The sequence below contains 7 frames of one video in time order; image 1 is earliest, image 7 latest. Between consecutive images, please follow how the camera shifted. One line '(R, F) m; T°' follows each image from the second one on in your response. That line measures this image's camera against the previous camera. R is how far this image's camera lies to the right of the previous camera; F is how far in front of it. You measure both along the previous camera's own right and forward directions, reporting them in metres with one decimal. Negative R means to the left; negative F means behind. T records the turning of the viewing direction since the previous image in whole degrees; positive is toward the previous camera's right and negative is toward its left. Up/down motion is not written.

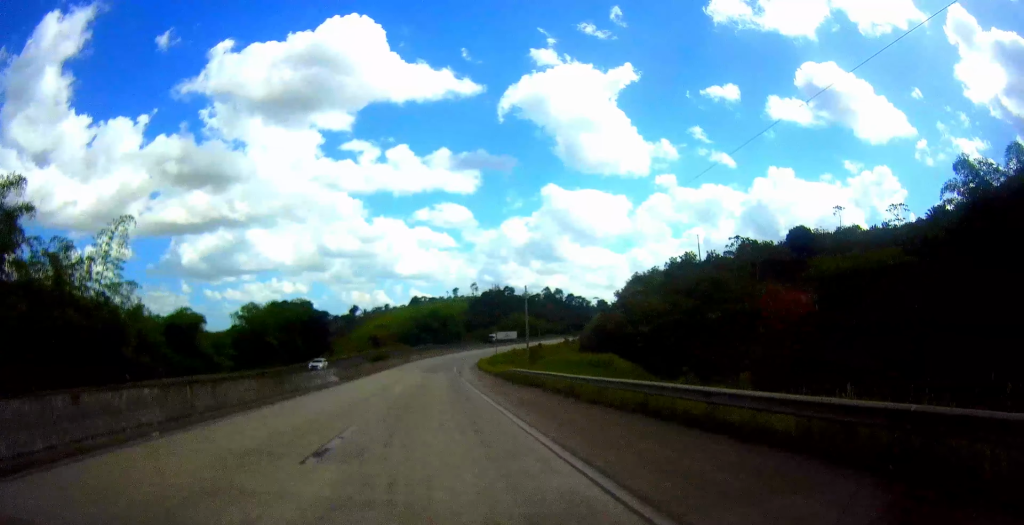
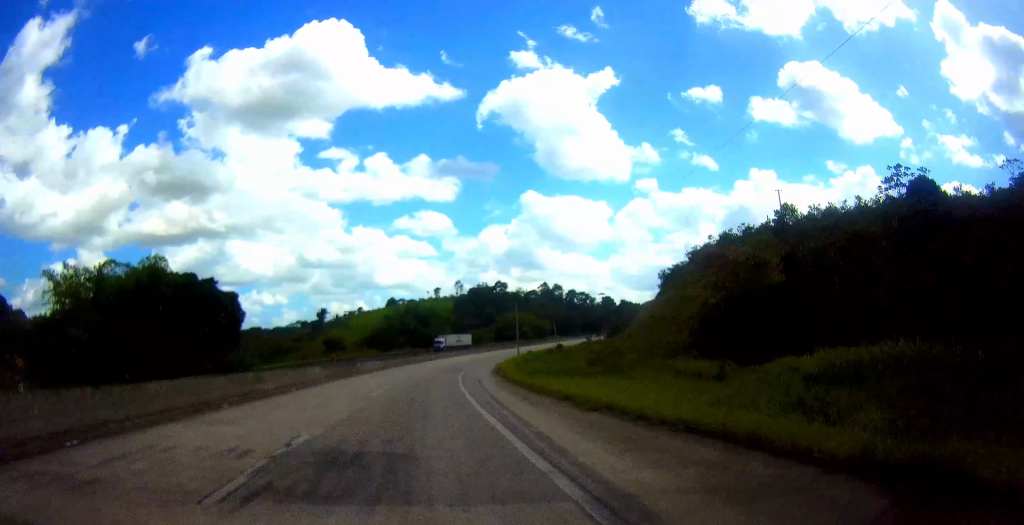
(+0.3, +51.7) m; +1°
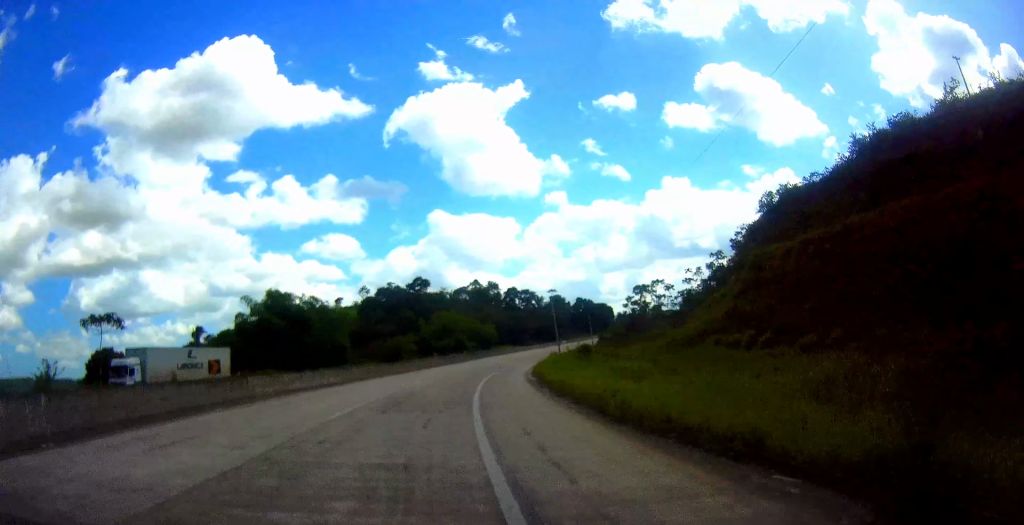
(+2.4, +73.6) m; +6°
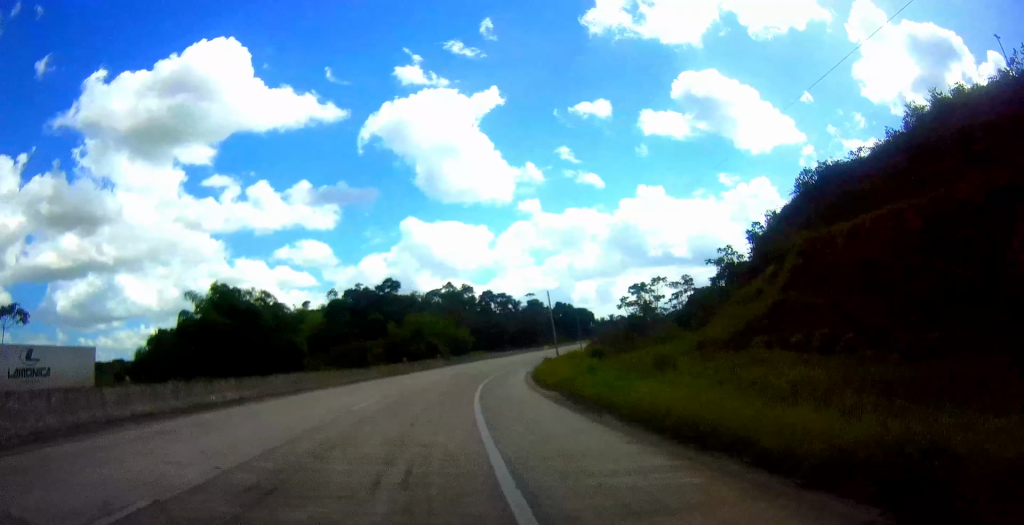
(+0.1, +13.5) m; +2°
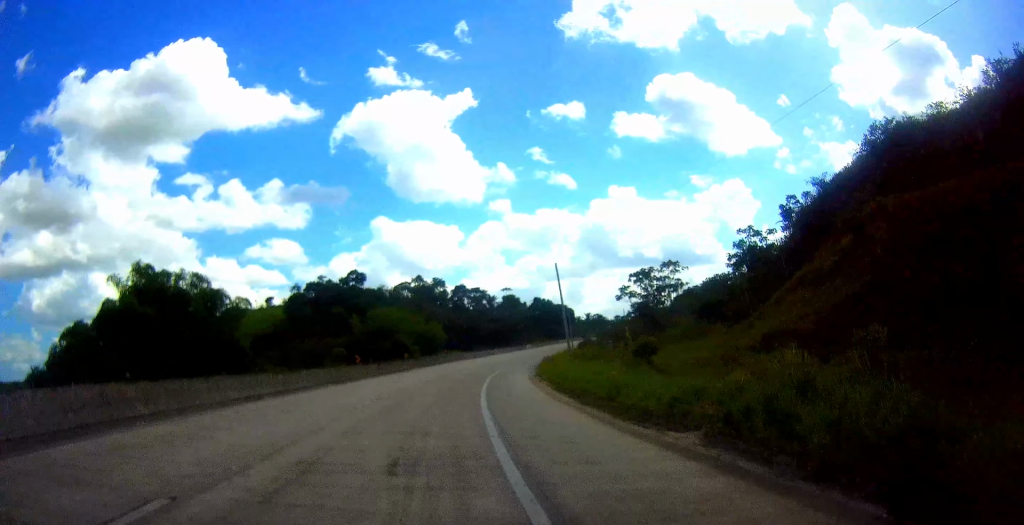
(+0.4, +15.9) m; +2°
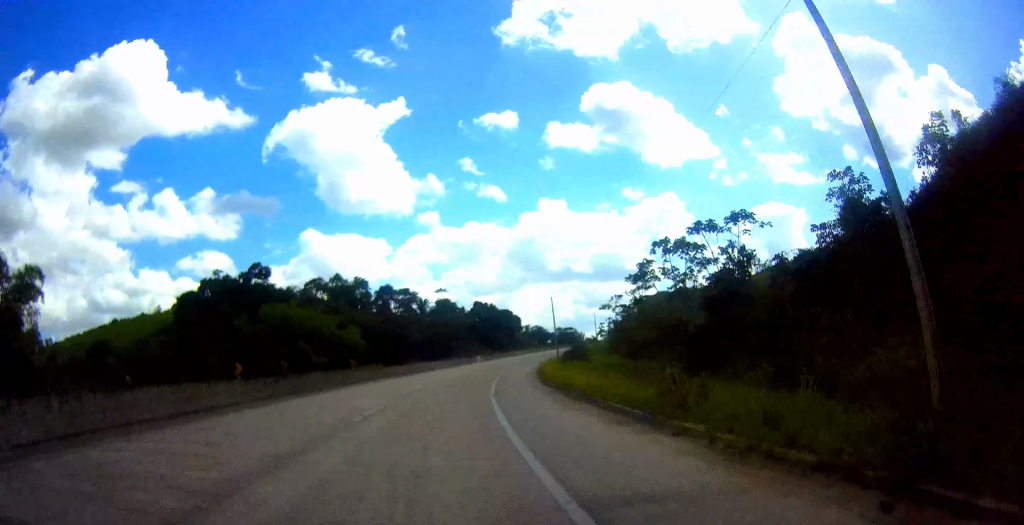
(+1.5, +34.8) m; +7°
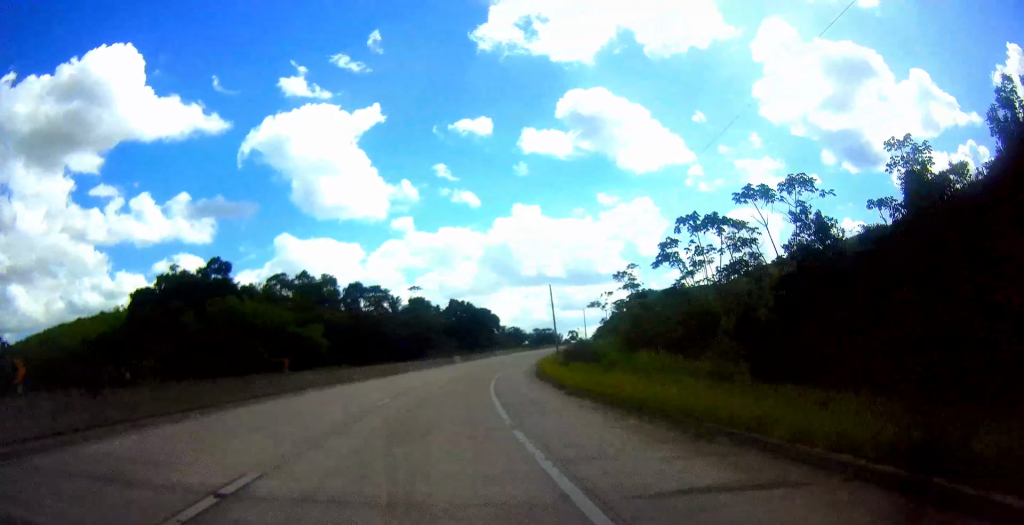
(+0.6, +12.0) m; +3°
